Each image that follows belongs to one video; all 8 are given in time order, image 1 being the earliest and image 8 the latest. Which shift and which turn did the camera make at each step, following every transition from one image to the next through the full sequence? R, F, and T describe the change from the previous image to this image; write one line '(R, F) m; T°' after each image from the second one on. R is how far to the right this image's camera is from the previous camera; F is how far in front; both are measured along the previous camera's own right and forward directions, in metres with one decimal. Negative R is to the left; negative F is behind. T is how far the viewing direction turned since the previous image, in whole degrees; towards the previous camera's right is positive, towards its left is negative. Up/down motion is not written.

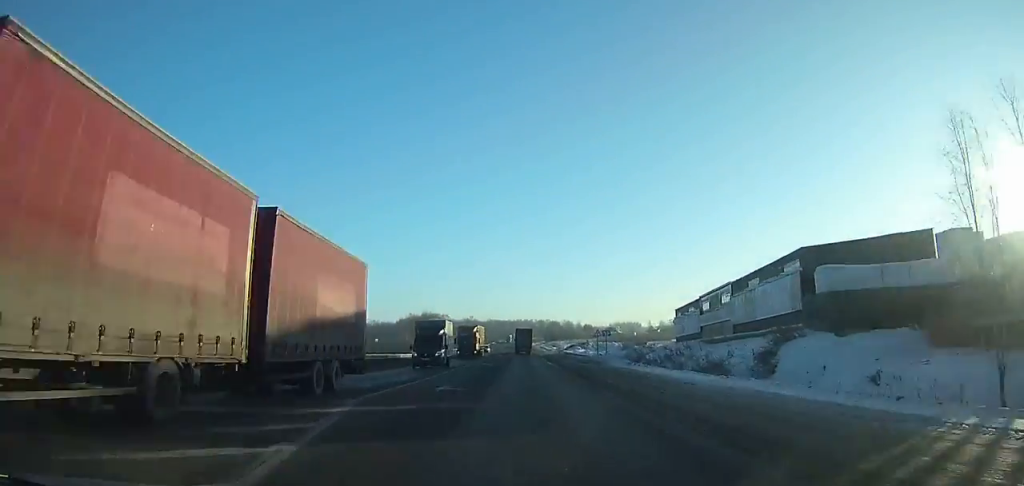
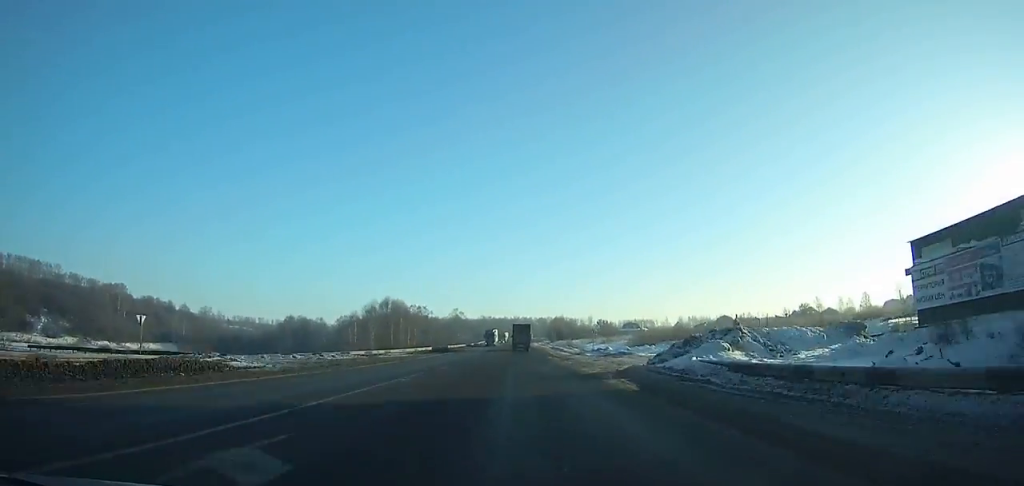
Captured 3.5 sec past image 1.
(+0.1, +67.3) m; 0°
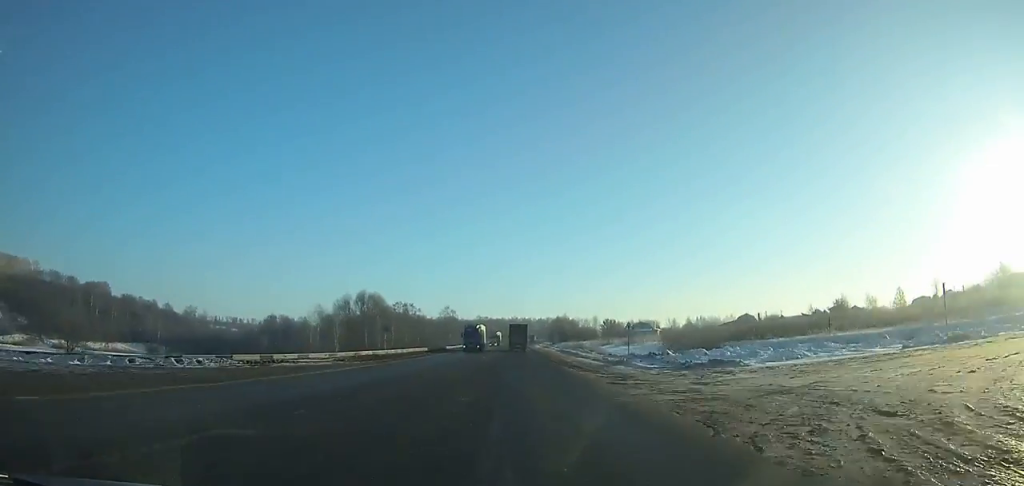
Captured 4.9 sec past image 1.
(0.0, +26.8) m; 0°
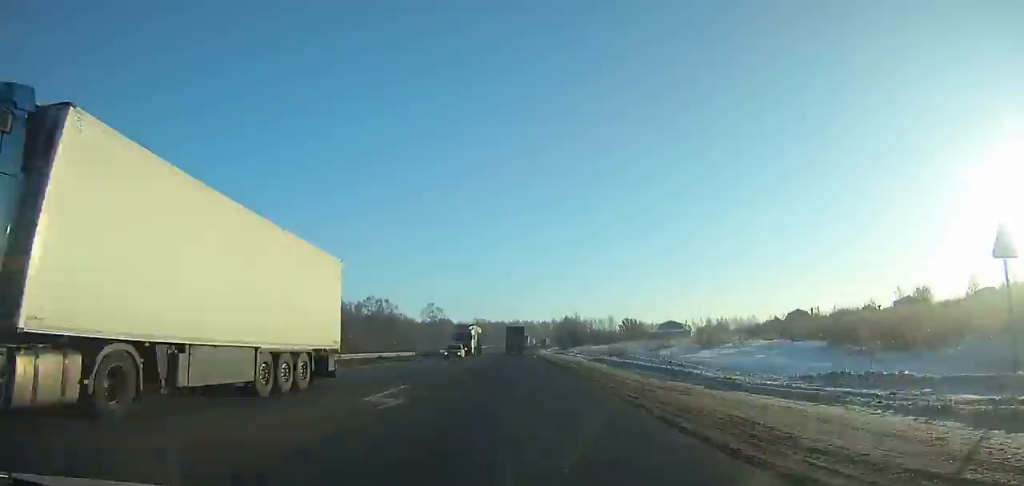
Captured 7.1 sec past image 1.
(0.0, +42.1) m; 0°
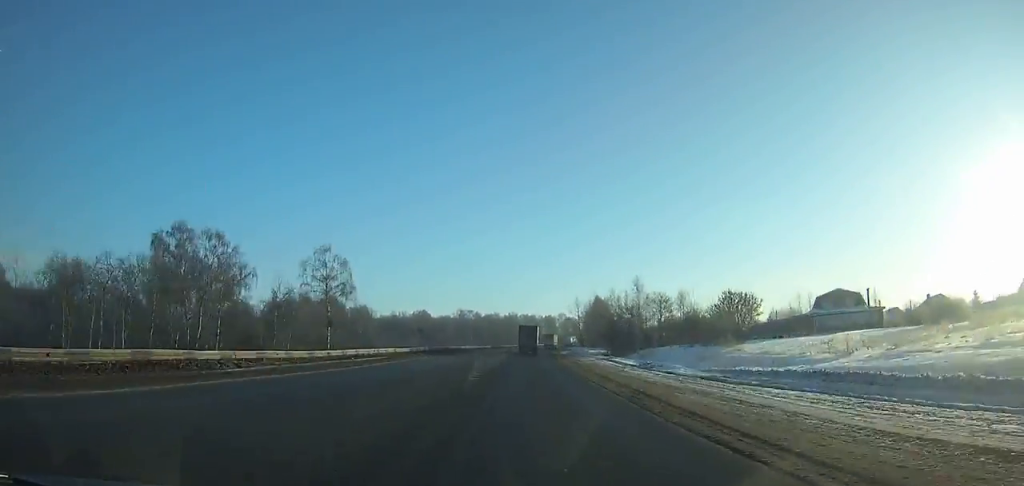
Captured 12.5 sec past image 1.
(+0.2, +102.7) m; +2°
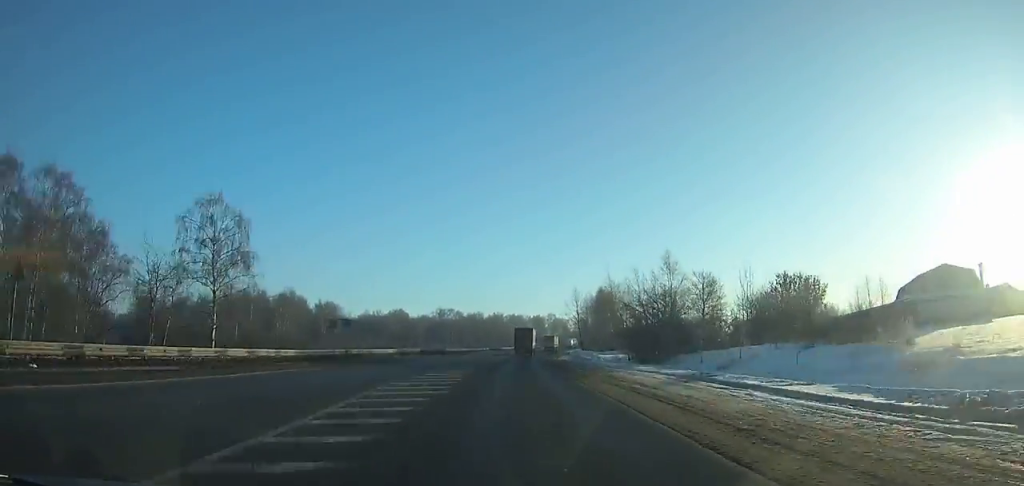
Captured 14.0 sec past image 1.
(+0.5, +28.1) m; +1°
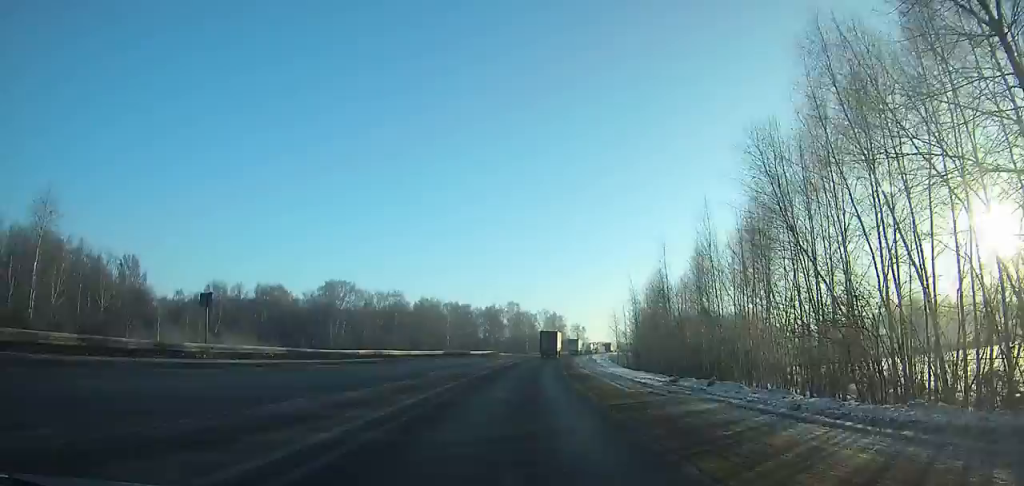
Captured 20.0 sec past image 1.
(+4.4, +109.5) m; +6°
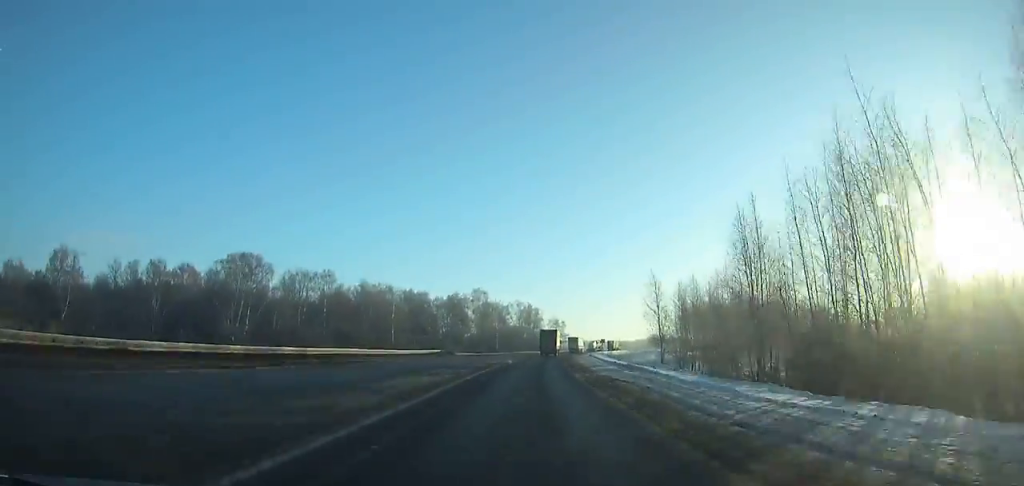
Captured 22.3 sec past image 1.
(+0.9, +40.5) m; +3°
